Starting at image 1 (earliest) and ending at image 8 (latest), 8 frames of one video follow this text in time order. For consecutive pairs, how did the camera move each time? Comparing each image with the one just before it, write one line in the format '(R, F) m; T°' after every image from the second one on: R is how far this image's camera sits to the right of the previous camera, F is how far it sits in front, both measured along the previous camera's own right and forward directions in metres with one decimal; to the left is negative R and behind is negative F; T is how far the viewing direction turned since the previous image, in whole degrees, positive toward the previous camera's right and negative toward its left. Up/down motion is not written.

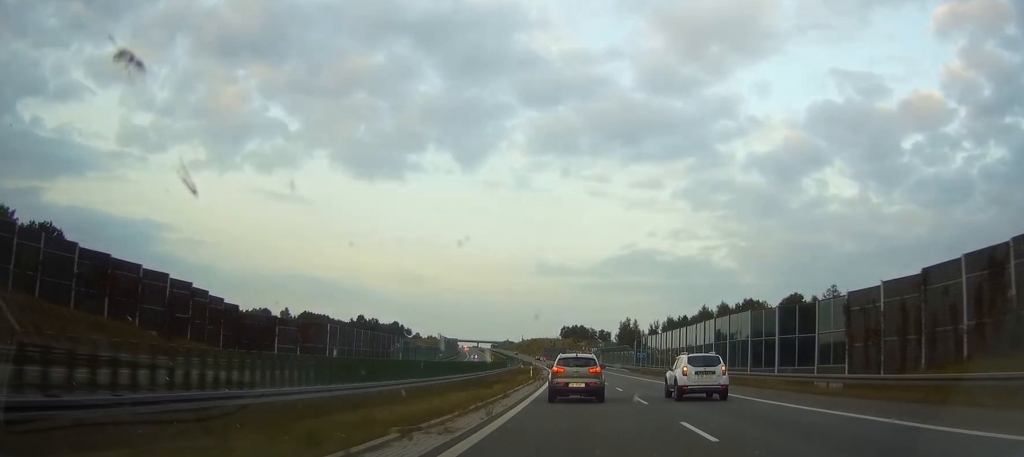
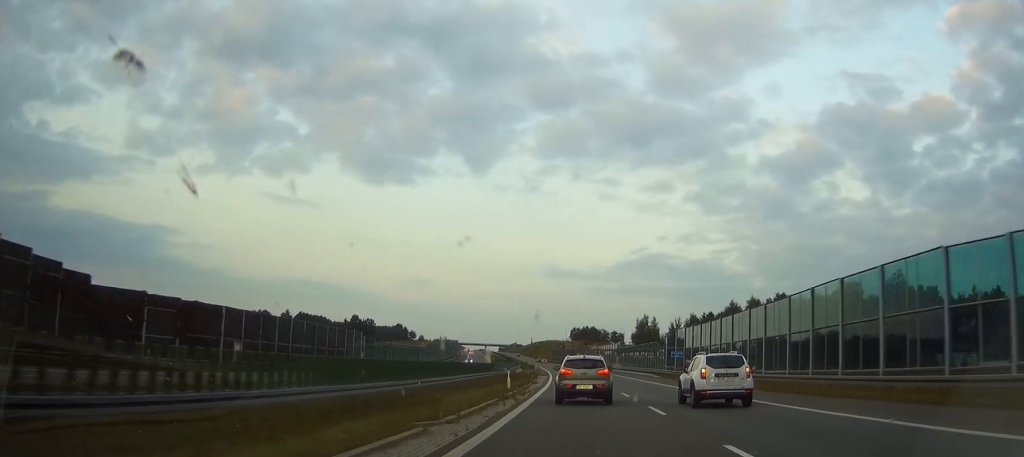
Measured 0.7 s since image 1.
(-1.5, +28.9) m; -2°
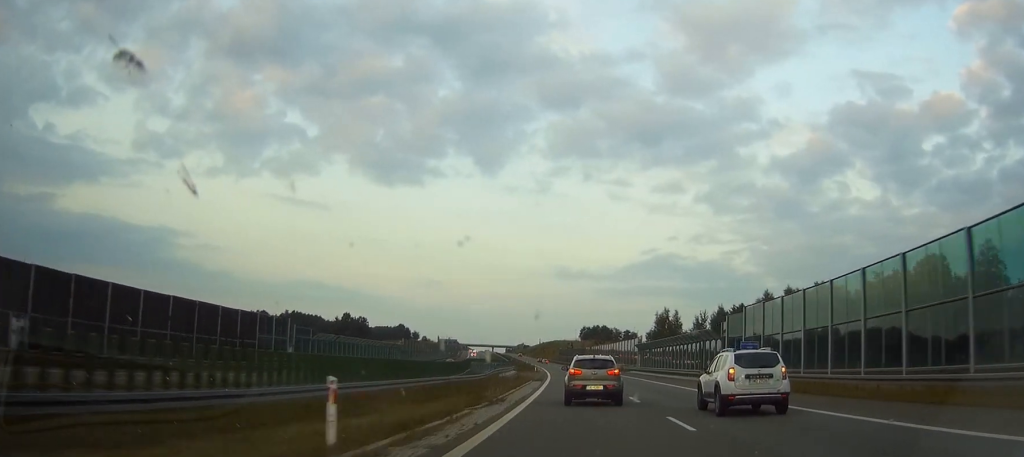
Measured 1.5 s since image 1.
(-0.3, +29.2) m; -1°
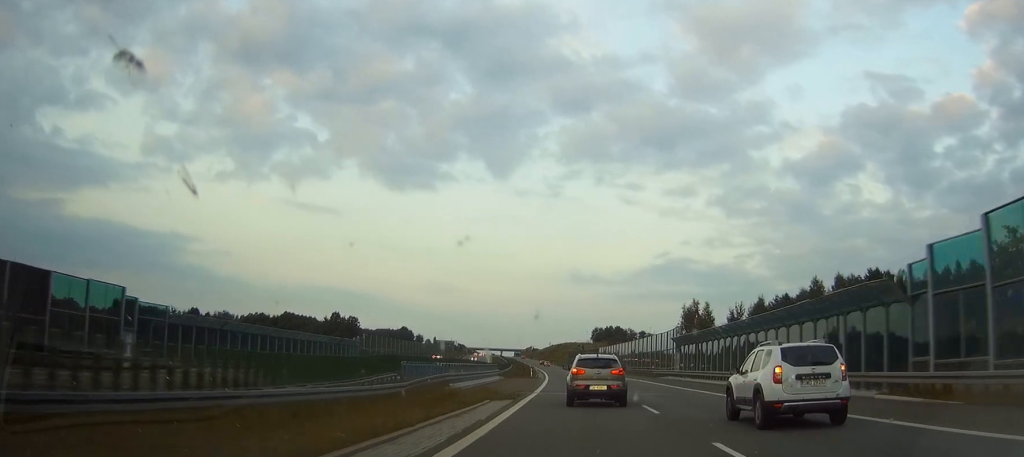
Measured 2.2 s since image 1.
(0.0, +30.8) m; 0°
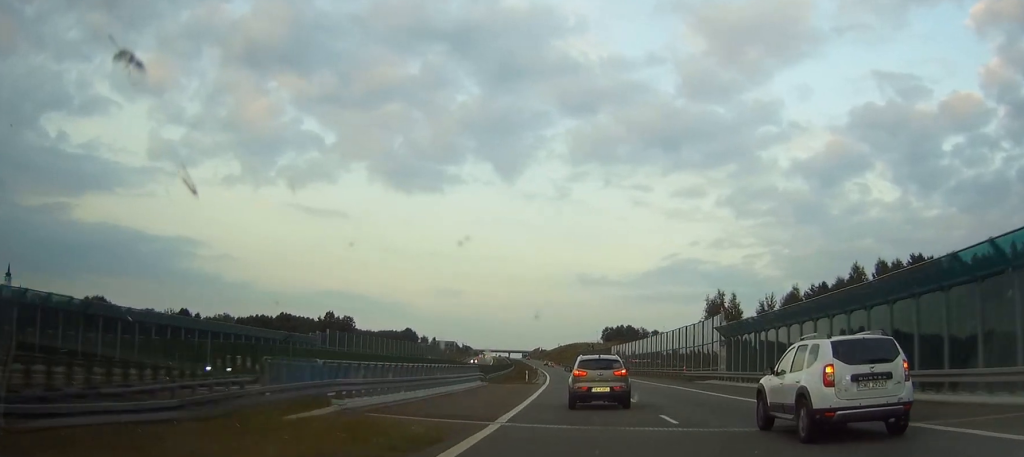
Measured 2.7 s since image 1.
(0.0, +18.8) m; 0°
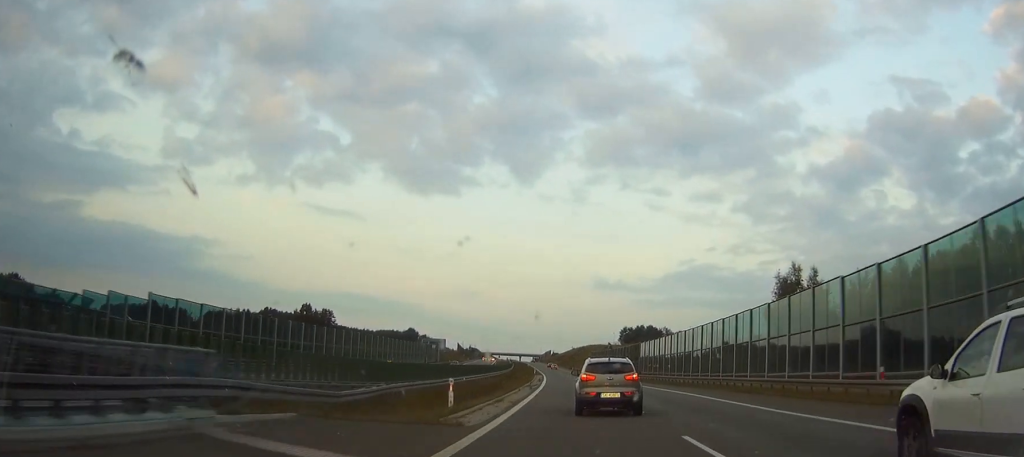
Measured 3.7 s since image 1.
(0.0, +40.7) m; 0°
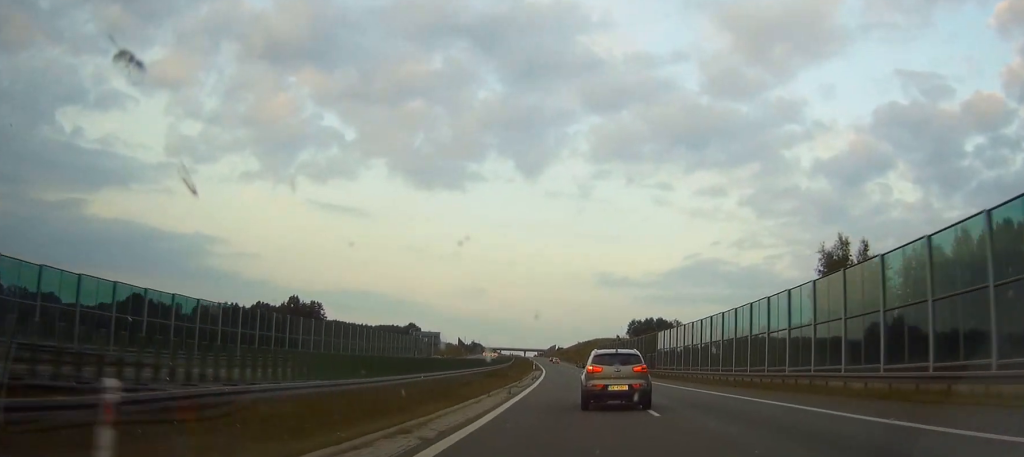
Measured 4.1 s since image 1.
(0.0, +16.4) m; 0°
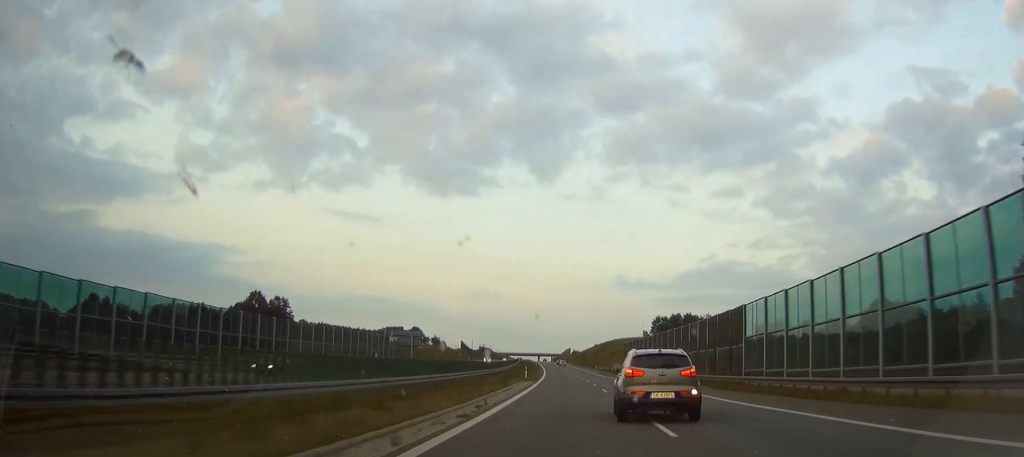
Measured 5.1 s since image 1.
(0.0, +40.0) m; 0°
